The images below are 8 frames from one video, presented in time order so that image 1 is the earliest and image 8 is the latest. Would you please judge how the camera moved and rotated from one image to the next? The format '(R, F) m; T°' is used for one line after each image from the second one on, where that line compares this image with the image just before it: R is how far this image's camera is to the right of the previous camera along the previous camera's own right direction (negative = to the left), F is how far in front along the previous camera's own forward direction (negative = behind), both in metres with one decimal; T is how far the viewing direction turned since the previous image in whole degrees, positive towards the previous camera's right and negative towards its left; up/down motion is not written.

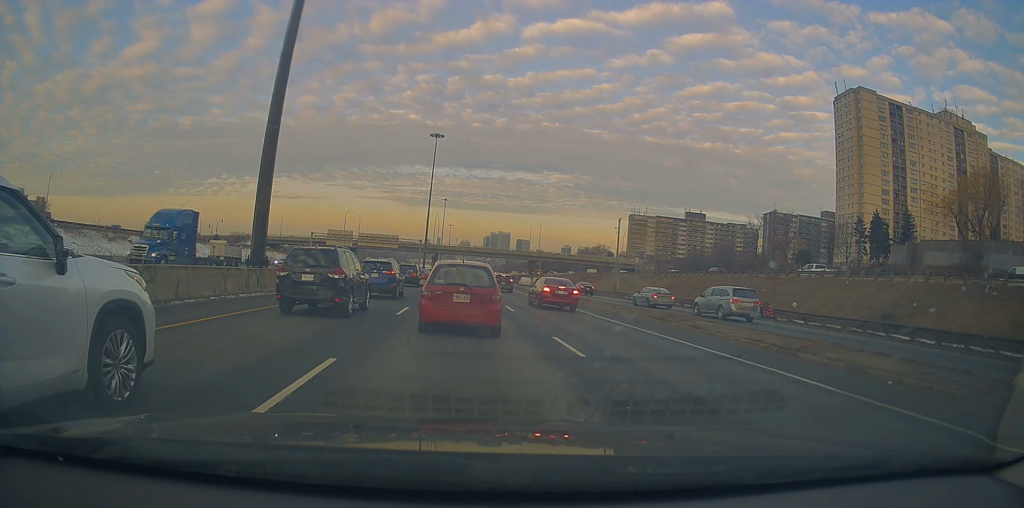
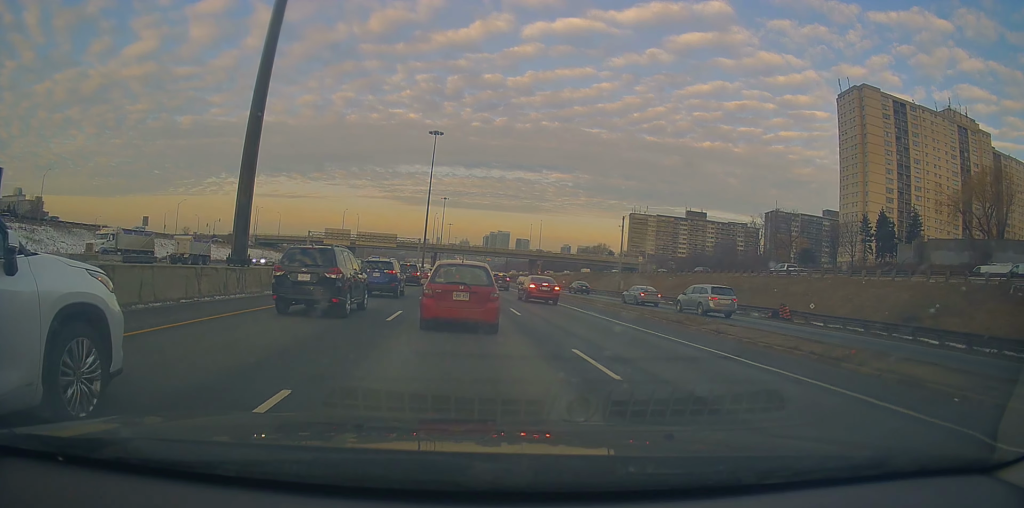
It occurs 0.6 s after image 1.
(-0.1, +2.0) m; -1°
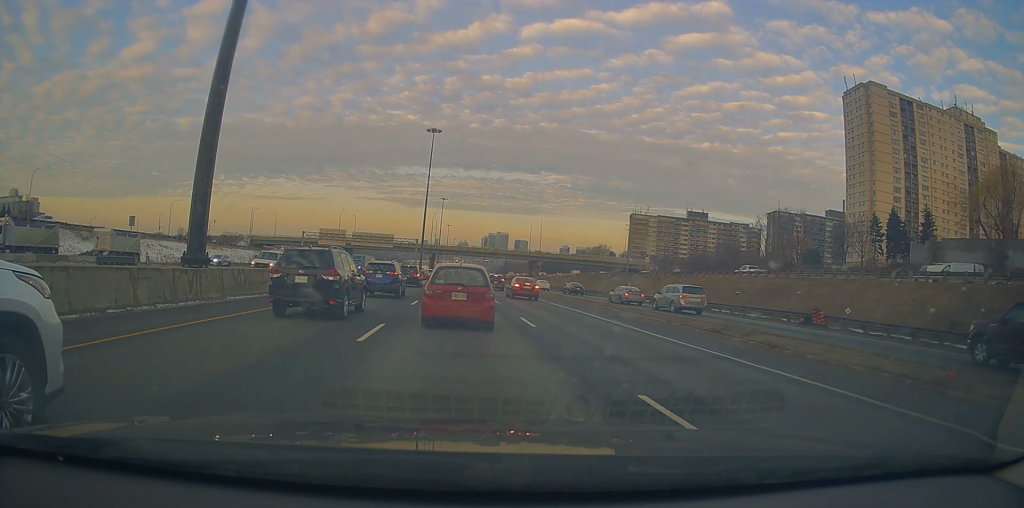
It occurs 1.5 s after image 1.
(-0.1, +3.6) m; +3°
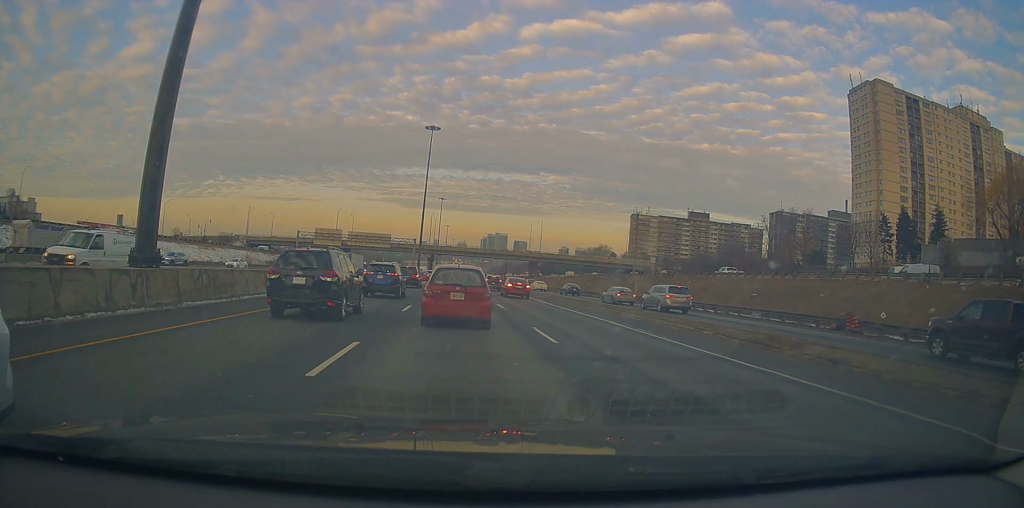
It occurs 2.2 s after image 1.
(+0.2, +2.8) m; +4°
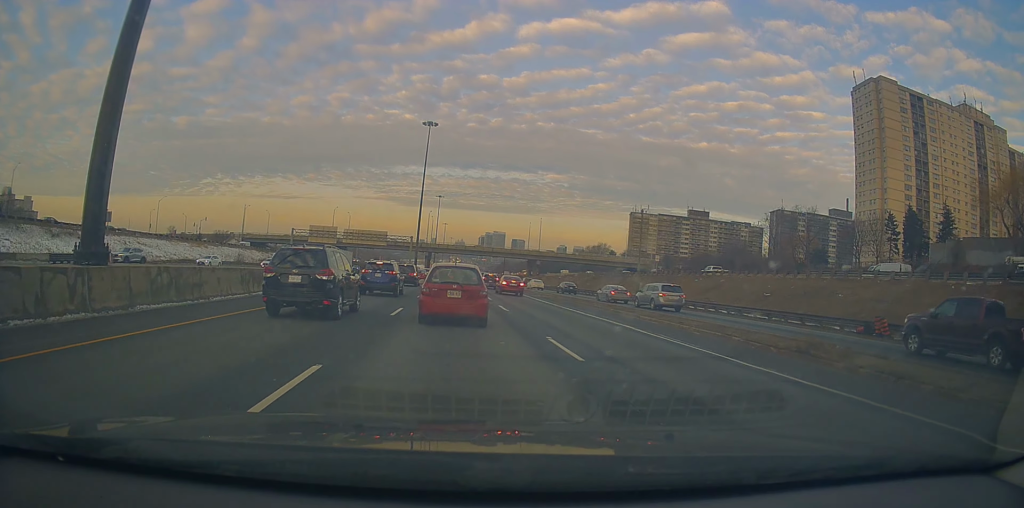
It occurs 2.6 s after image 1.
(0.0, +2.4) m; +1°
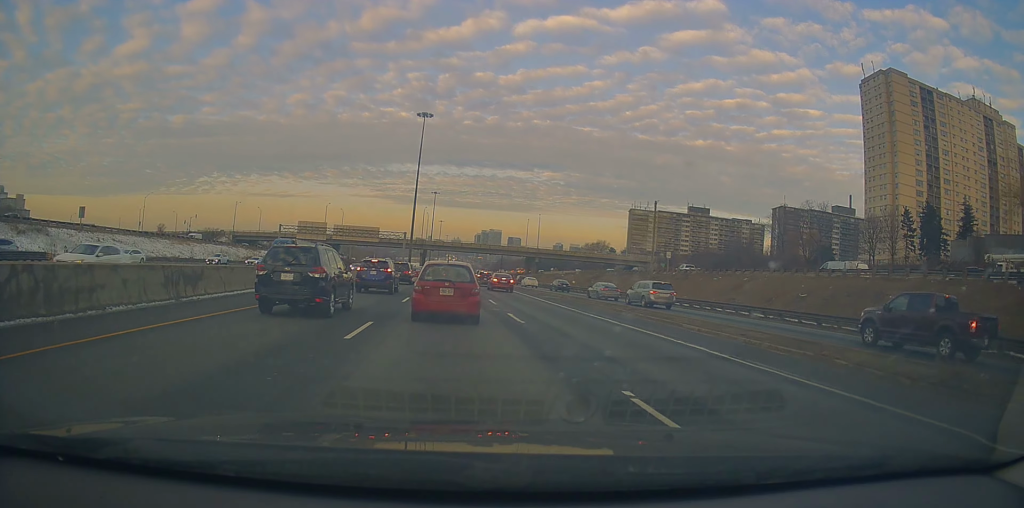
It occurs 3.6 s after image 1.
(0.0, +5.6) m; 0°
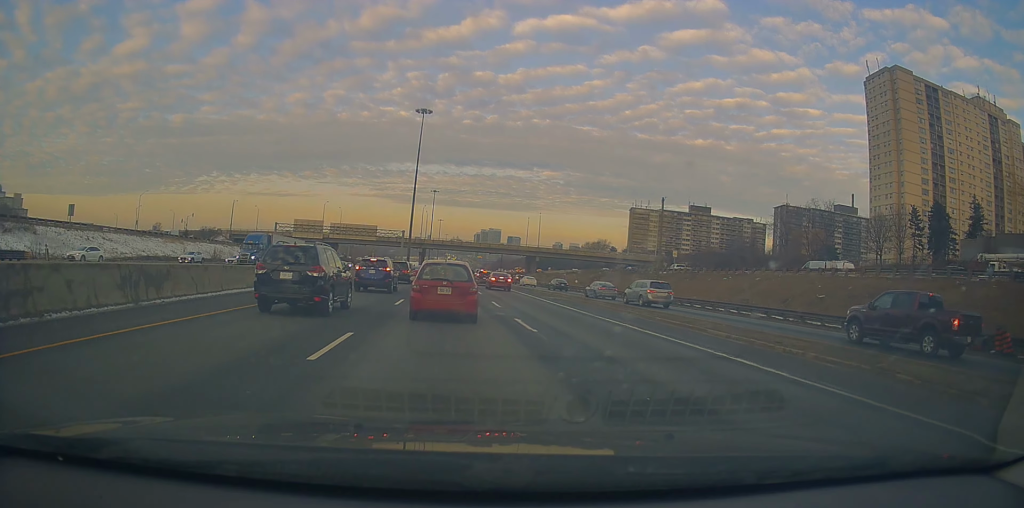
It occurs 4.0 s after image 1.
(0.0, +2.4) m; 0°
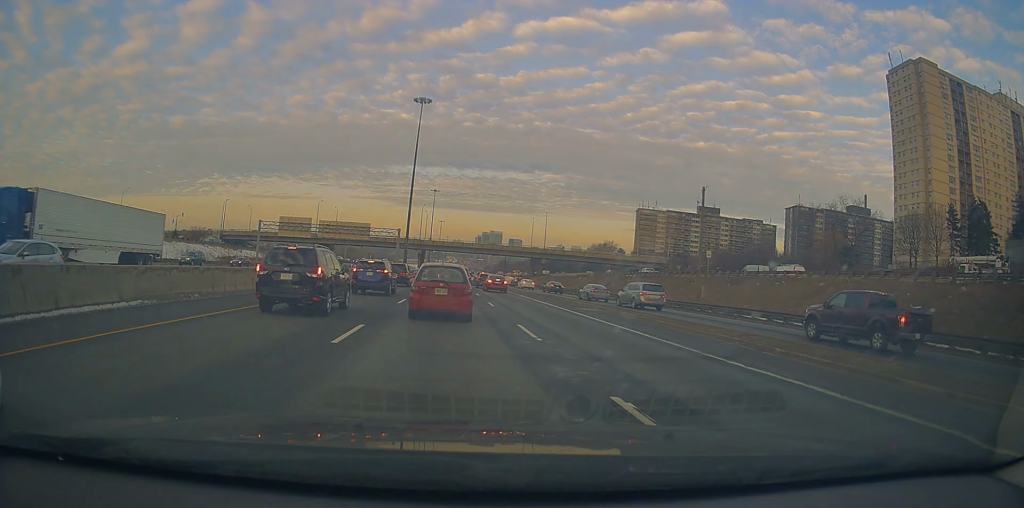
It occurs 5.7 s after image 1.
(-0.4, +10.1) m; -5°
